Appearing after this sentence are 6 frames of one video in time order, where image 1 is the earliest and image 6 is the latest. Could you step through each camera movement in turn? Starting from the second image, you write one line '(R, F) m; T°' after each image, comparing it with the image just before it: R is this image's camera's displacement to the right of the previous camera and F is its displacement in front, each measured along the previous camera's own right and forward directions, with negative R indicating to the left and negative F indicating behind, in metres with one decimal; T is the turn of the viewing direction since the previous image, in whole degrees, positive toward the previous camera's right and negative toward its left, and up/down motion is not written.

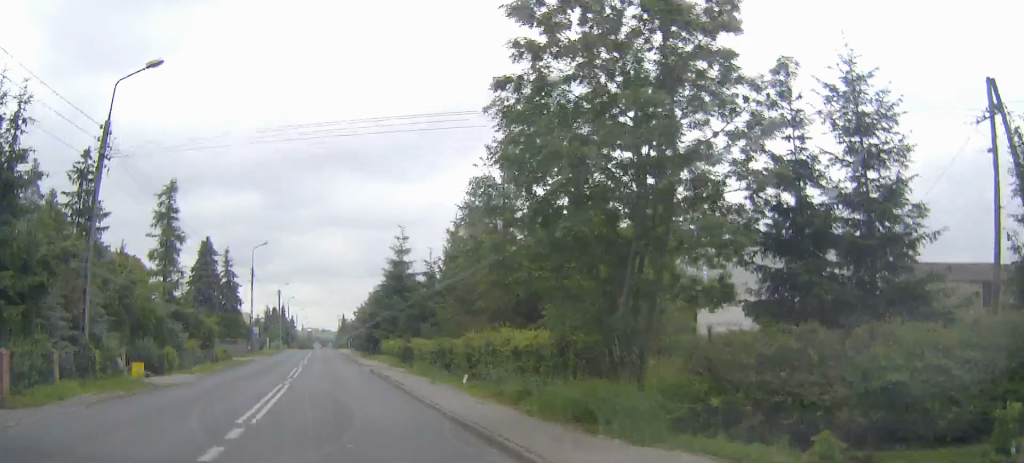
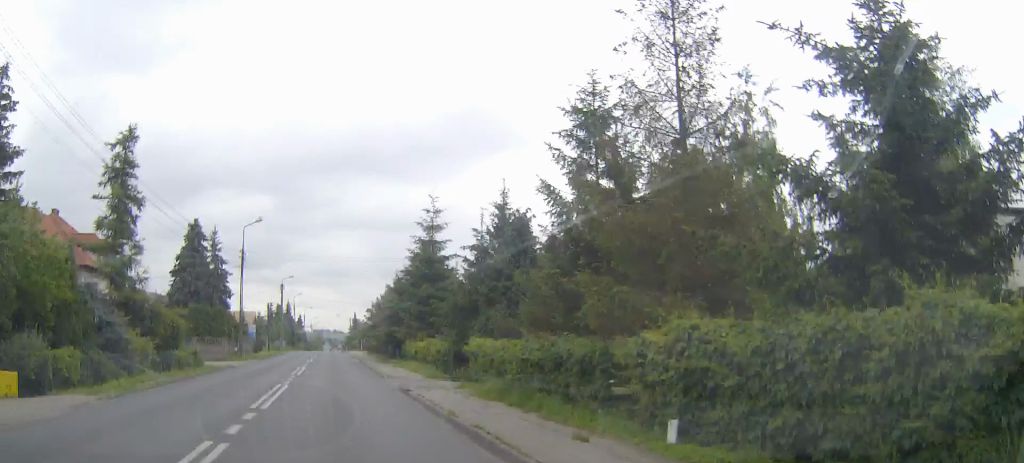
(-0.1, +13.5) m; -1°
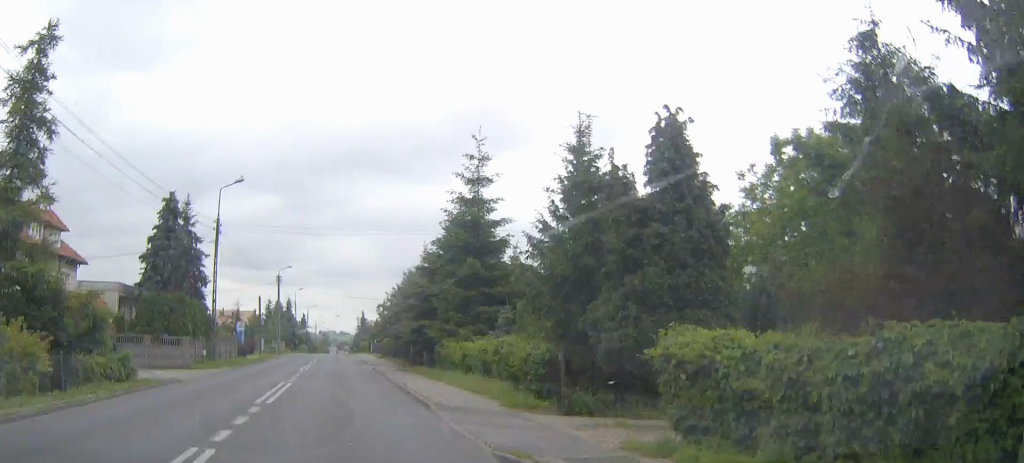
(-0.1, +13.6) m; -1°
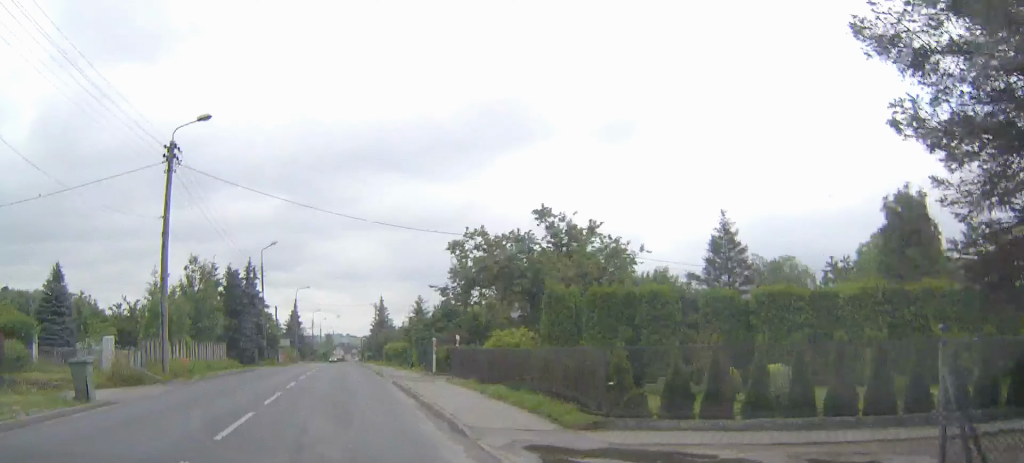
(-0.7, +55.0) m; -1°
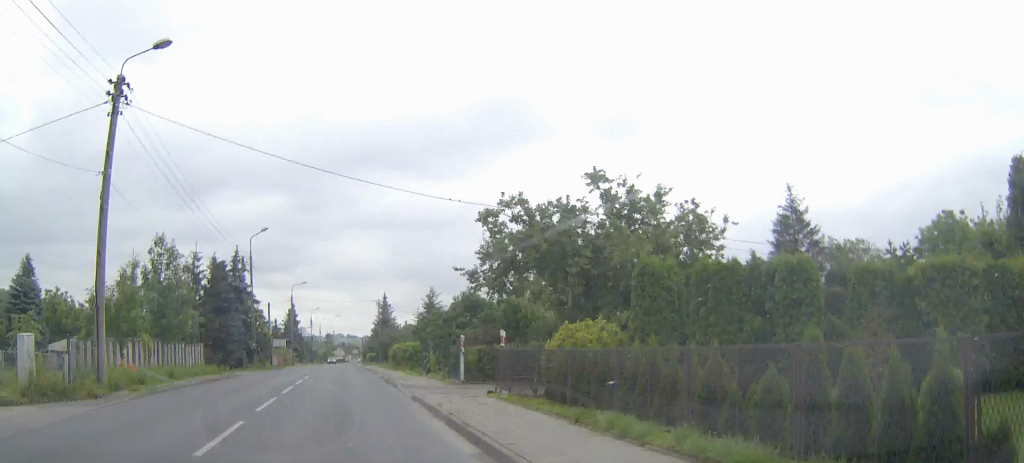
(0.0, +7.7) m; 0°
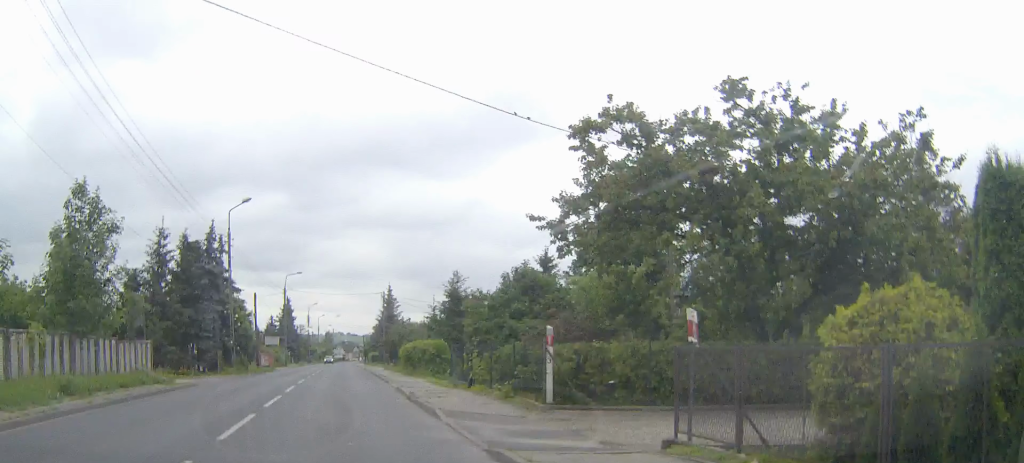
(0.0, +10.3) m; 0°
